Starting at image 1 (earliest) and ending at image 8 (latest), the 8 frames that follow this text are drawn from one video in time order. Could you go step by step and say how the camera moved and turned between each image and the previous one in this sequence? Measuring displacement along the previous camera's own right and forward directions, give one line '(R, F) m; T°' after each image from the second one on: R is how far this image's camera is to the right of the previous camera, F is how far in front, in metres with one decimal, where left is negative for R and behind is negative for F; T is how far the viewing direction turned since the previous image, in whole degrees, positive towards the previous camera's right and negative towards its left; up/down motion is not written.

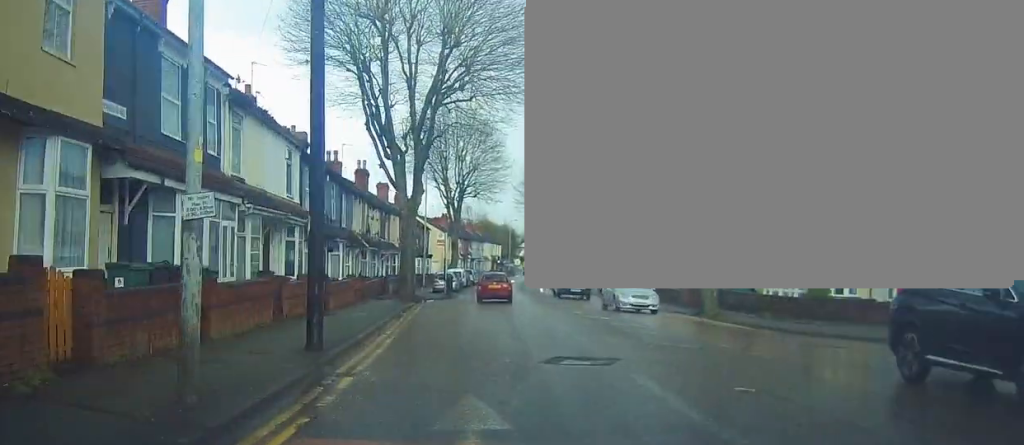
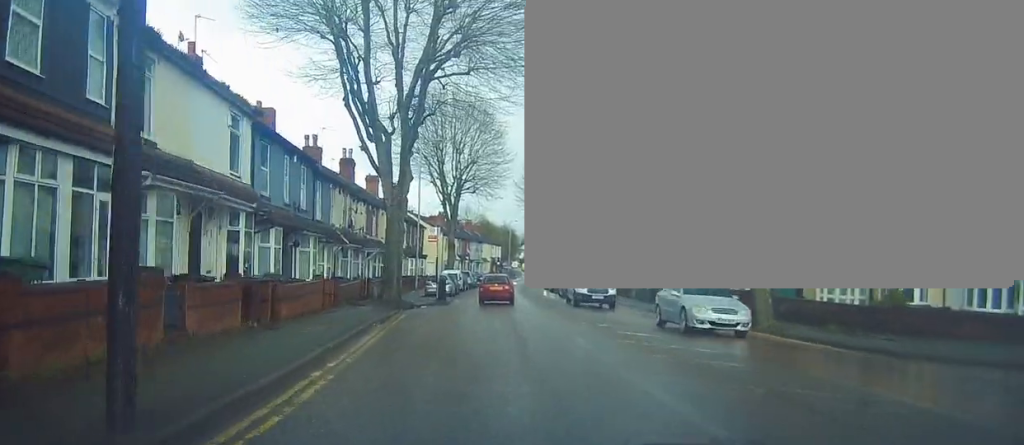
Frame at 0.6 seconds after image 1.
(0.0, +5.8) m; +1°
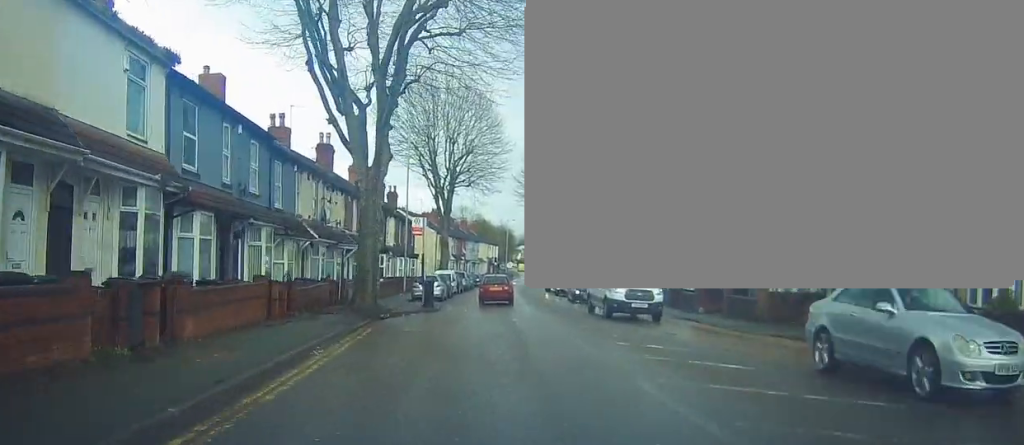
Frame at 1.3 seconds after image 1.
(0.0, +5.9) m; 0°
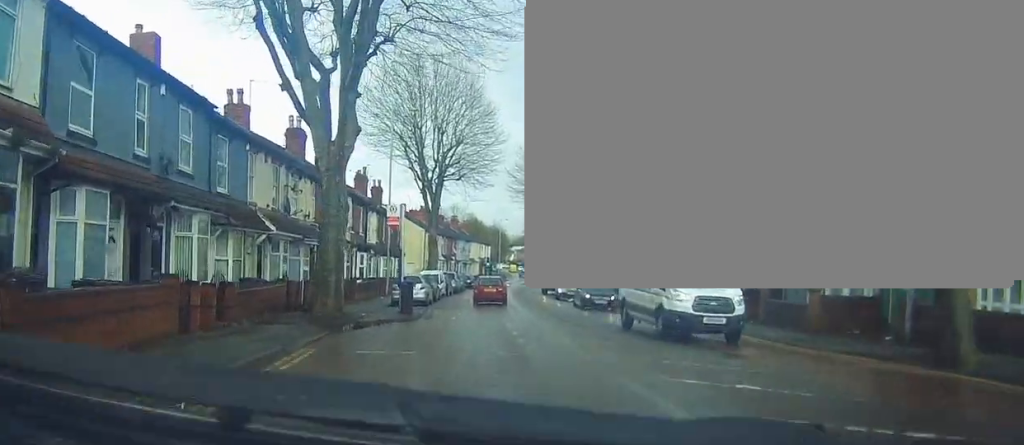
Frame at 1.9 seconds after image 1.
(+0.1, +4.9) m; -1°
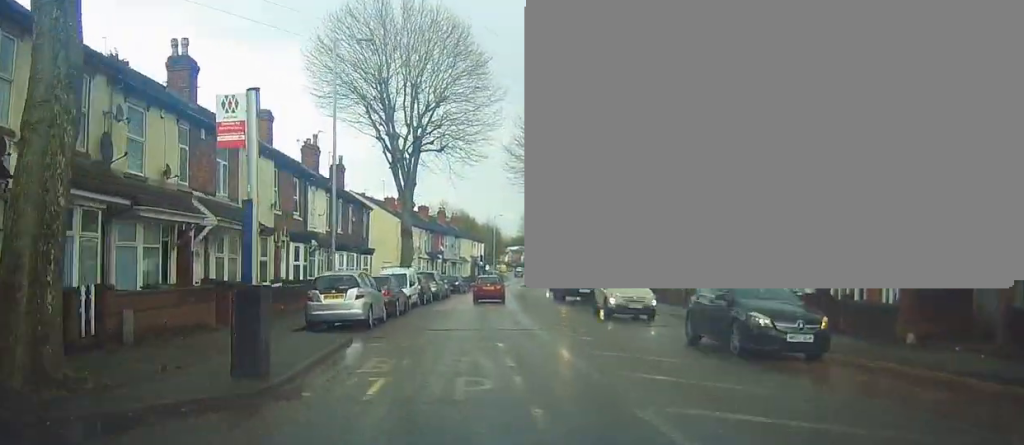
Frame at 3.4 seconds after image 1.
(-0.3, +13.5) m; +2°
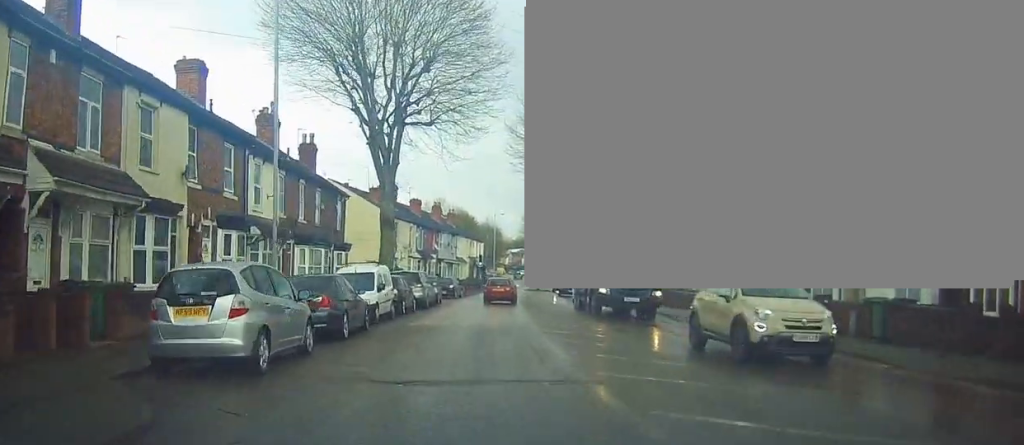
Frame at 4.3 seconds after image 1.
(+0.3, +8.0) m; +2°
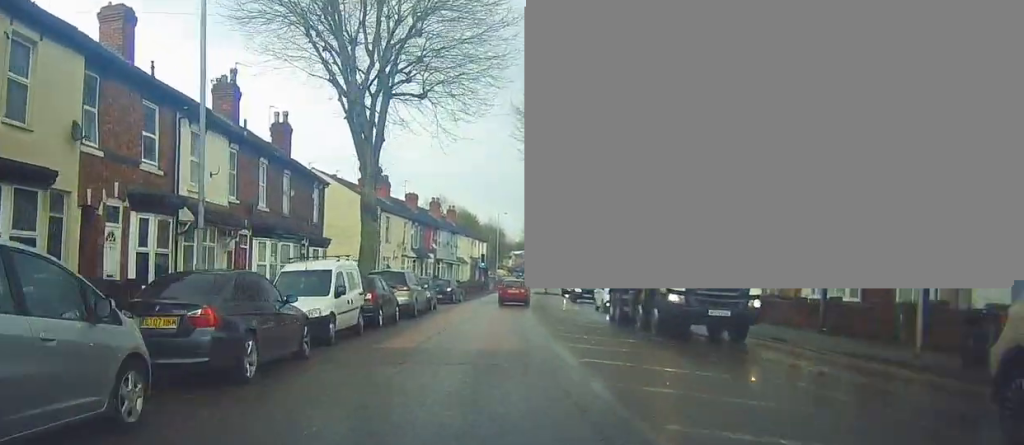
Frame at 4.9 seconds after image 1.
(+0.1, +5.7) m; +1°
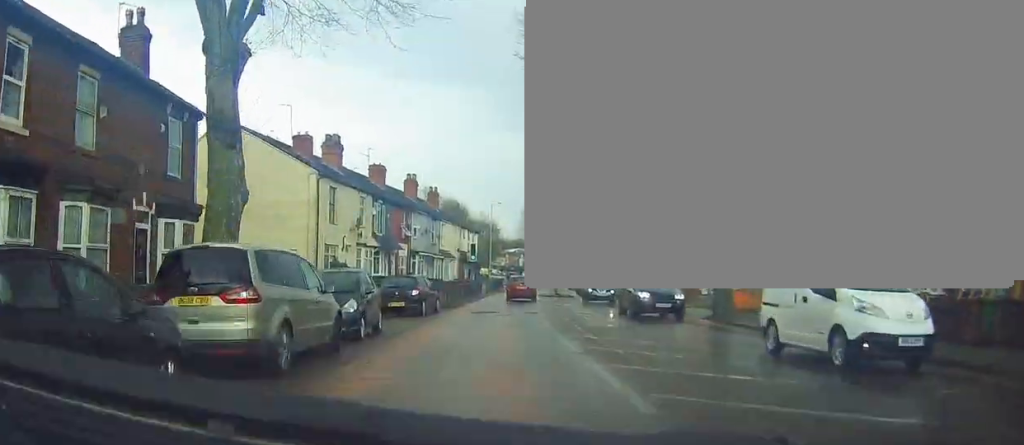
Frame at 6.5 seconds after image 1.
(0.0, +14.9) m; -1°
